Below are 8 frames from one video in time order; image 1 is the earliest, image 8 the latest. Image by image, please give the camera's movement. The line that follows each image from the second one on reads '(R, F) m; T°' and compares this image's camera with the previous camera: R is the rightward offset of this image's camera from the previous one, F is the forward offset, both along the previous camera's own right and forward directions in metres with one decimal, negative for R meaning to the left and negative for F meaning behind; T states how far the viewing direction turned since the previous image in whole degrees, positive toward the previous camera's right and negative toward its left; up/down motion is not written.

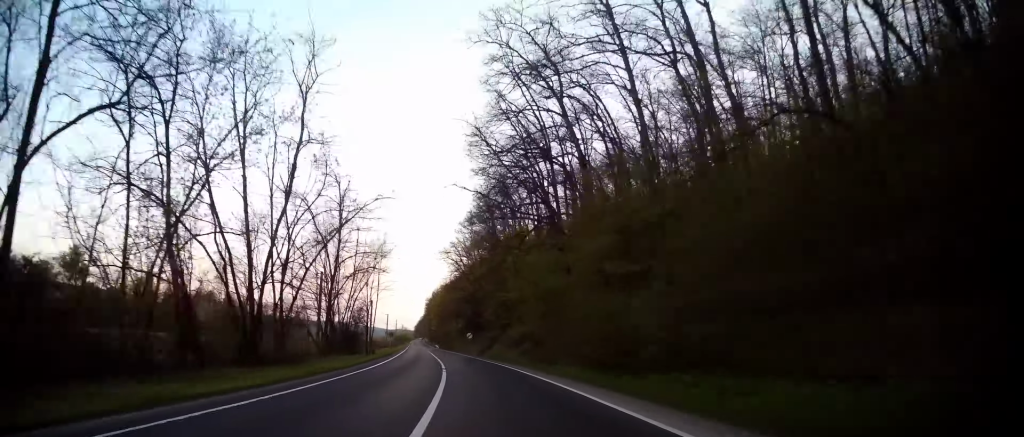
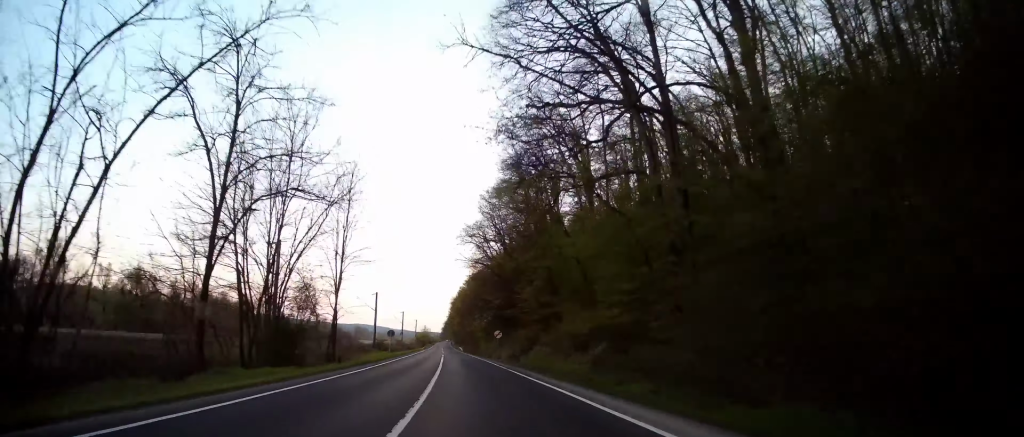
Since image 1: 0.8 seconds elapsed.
(-0.6, +20.6) m; -3°
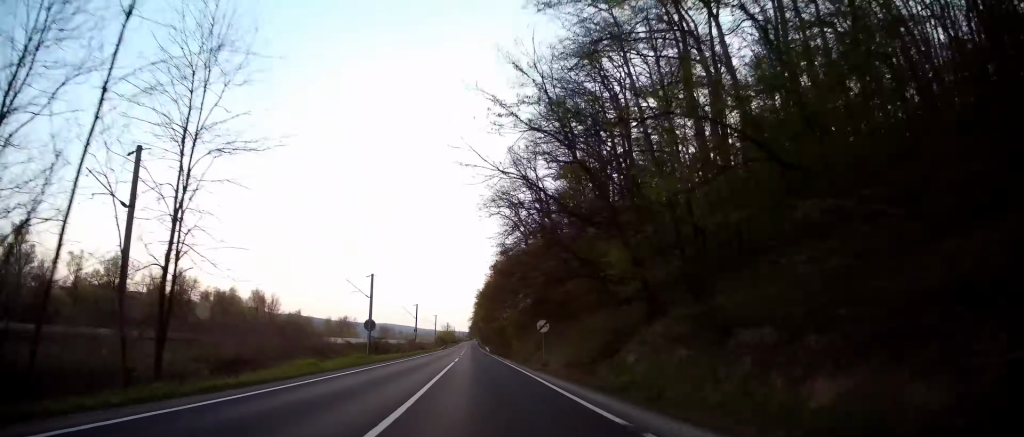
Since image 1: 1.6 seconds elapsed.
(-0.5, +21.7) m; -3°
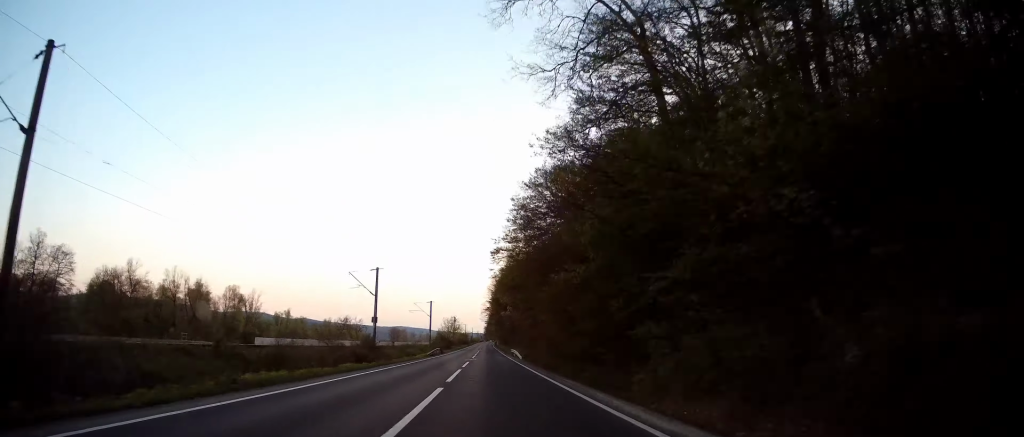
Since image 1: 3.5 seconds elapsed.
(-2.0, +53.1) m; -3°
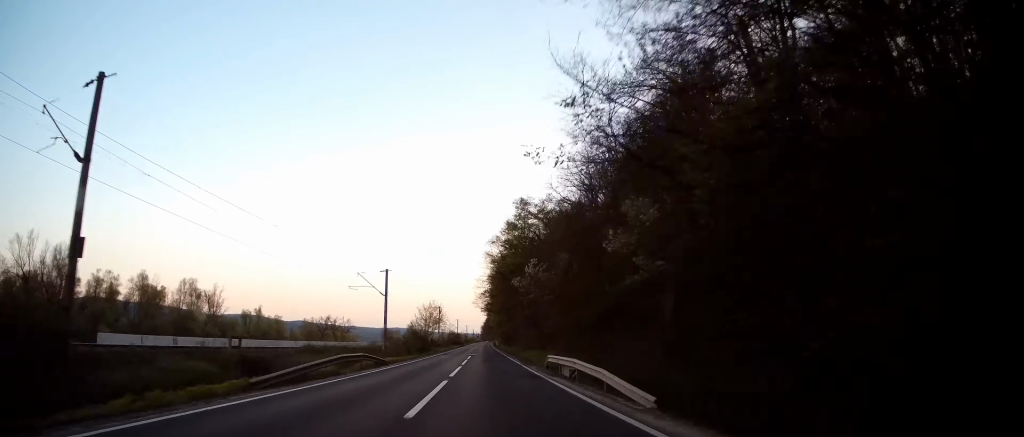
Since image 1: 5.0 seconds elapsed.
(0.0, +41.8) m; 0°
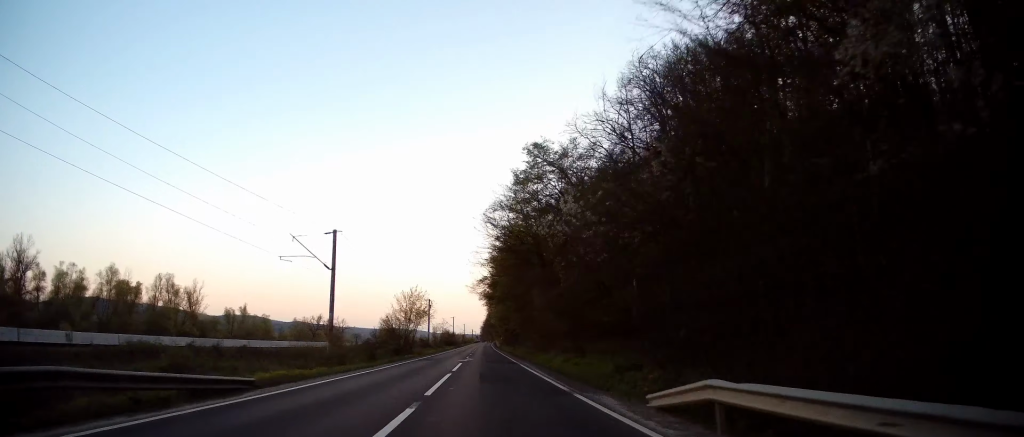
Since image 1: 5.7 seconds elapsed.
(0.0, +19.6) m; 0°
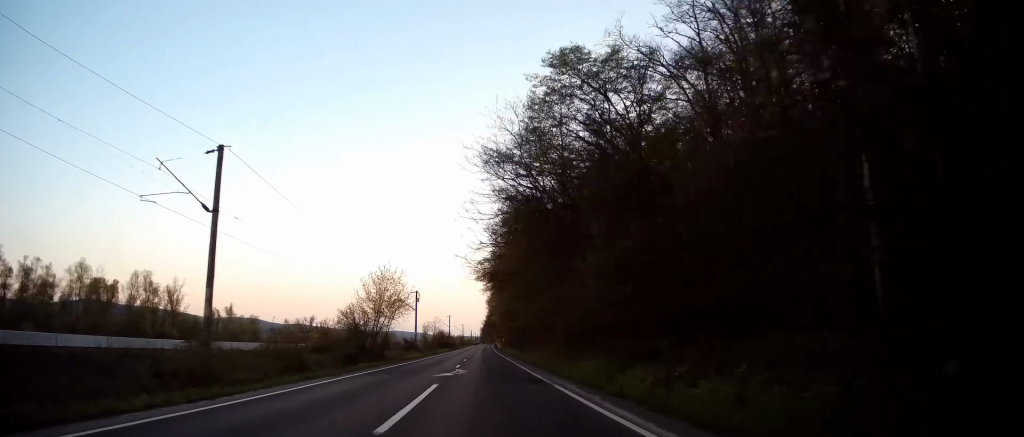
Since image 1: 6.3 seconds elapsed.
(-0.3, +16.9) m; 0°
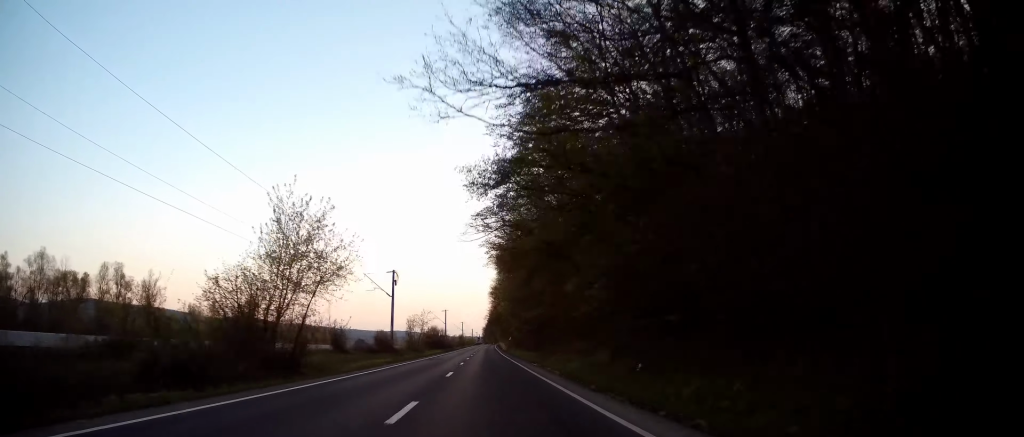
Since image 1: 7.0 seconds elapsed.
(+0.4, +20.8) m; +1°
